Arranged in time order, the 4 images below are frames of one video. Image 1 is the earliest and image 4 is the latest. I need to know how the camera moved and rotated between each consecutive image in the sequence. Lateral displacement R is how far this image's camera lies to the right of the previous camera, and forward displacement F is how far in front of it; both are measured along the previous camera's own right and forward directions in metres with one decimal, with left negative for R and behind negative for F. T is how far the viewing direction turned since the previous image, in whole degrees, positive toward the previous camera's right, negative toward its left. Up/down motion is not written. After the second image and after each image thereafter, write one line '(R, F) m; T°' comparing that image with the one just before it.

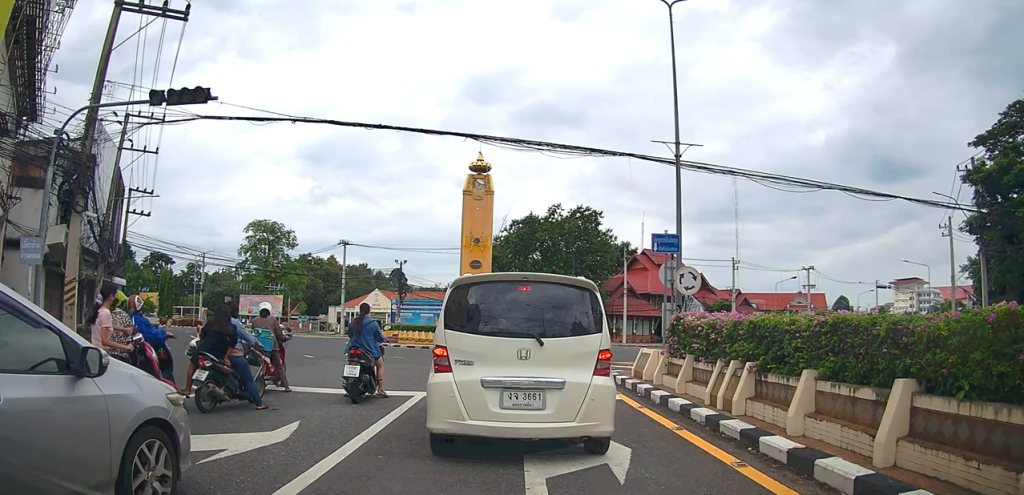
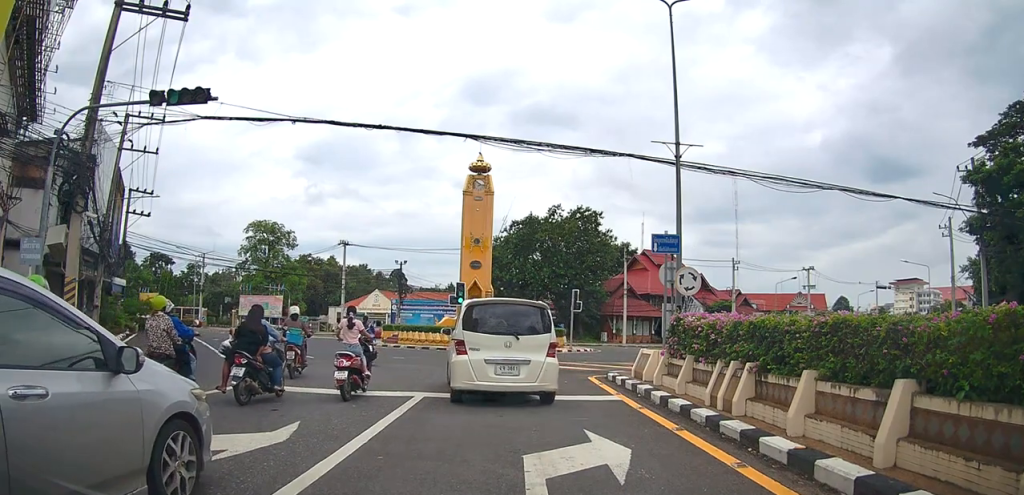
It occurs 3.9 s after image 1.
(0.0, 0.0) m; 0°
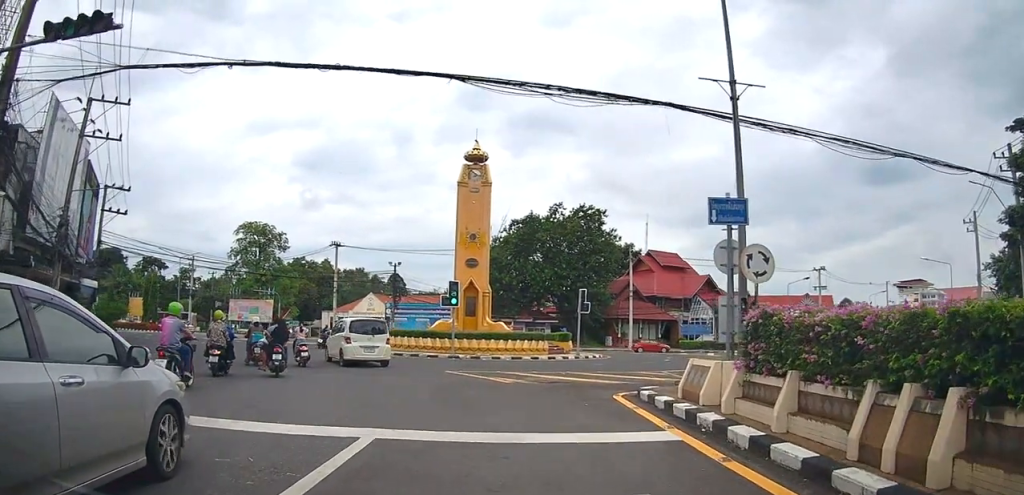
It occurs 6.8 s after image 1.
(-0.1, +2.6) m; -1°
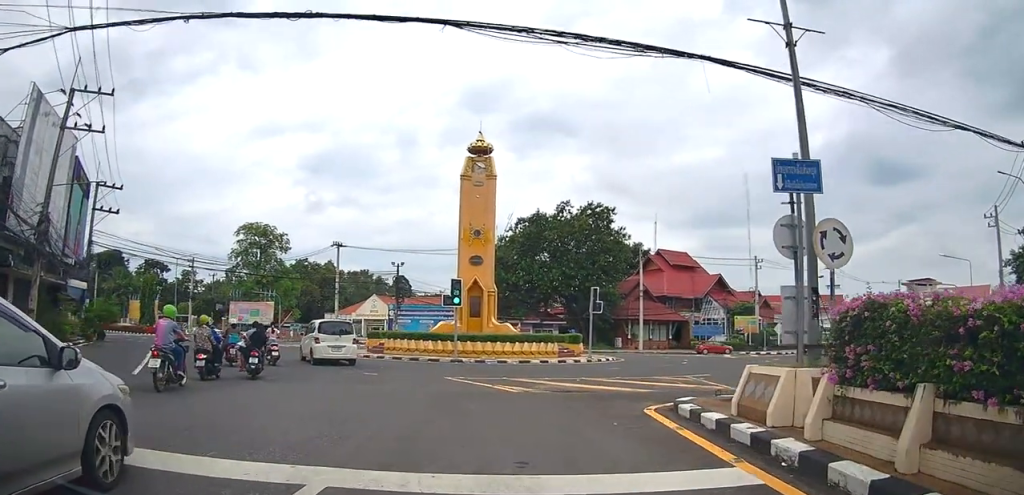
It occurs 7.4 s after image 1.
(-0.1, +1.8) m; +2°
